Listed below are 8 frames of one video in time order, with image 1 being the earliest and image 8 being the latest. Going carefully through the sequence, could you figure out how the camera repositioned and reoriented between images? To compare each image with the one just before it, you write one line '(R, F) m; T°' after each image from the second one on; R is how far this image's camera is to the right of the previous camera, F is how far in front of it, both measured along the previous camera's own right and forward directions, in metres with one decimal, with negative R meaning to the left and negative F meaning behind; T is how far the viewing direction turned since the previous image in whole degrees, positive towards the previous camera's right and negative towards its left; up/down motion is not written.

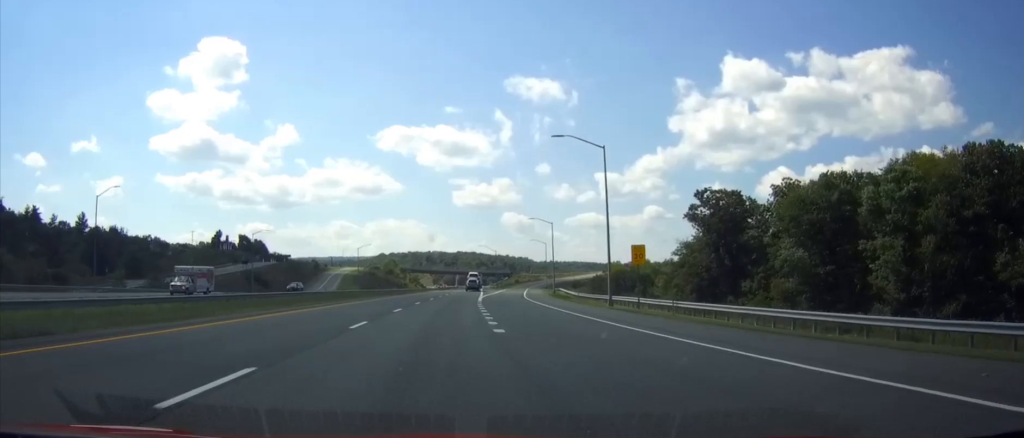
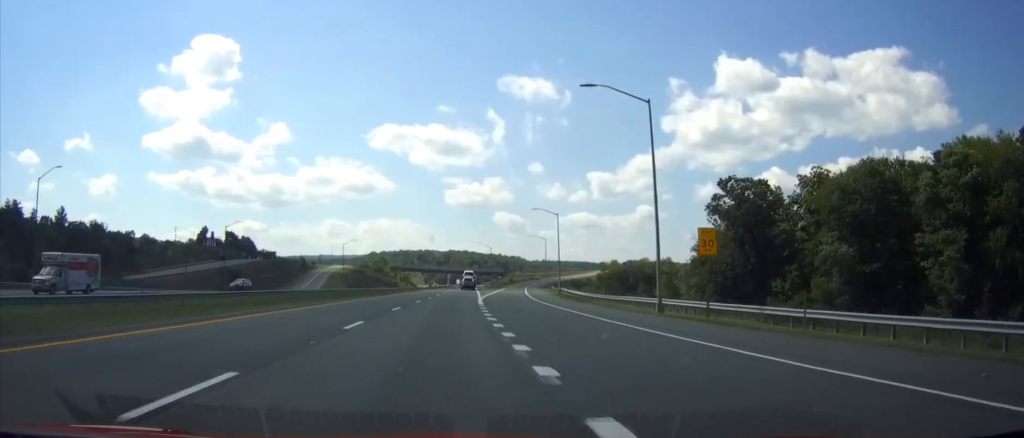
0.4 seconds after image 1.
(0.0, +13.0) m; +1°
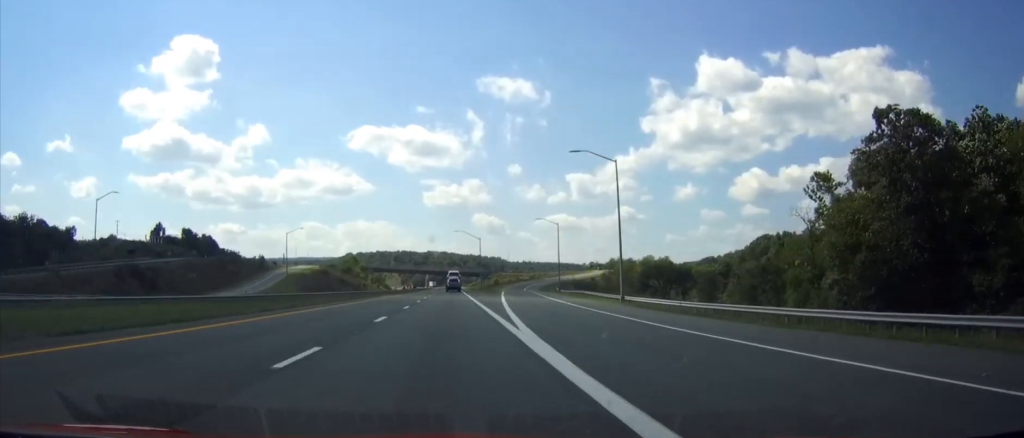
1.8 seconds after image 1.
(+0.9, +44.7) m; +2°
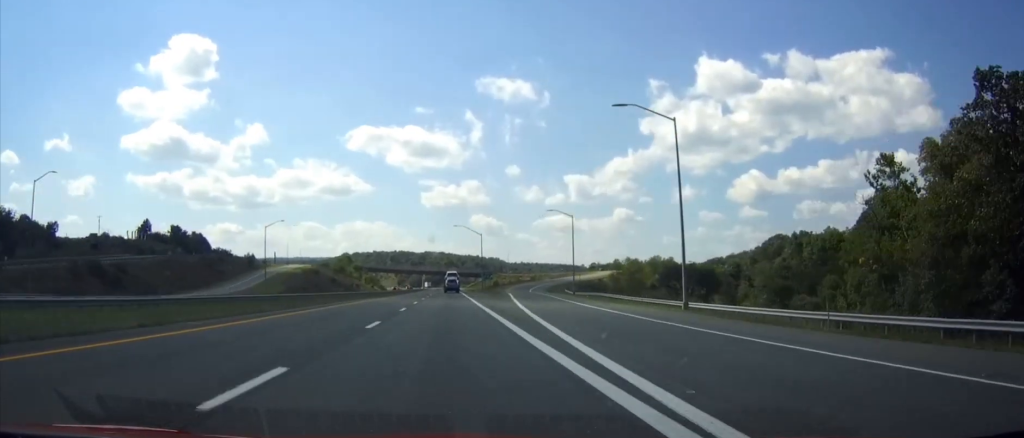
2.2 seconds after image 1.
(+0.1, +15.3) m; 0°
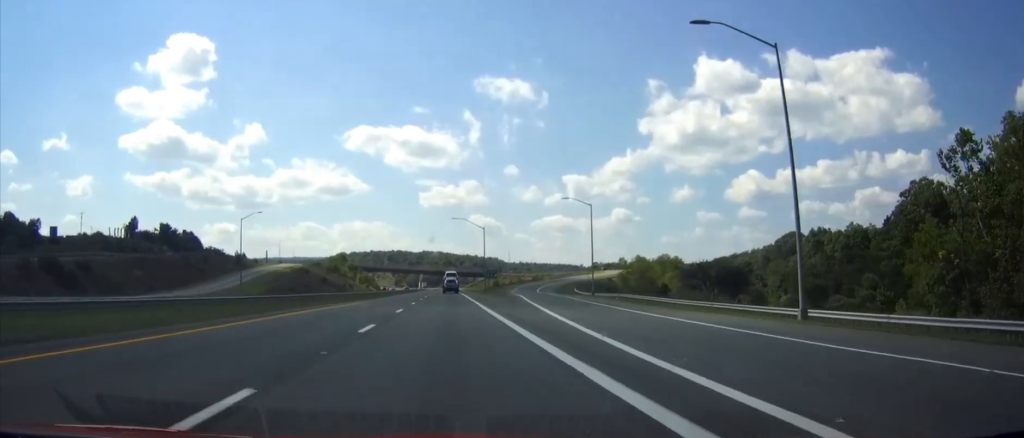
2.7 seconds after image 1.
(0.0, +14.2) m; 0°
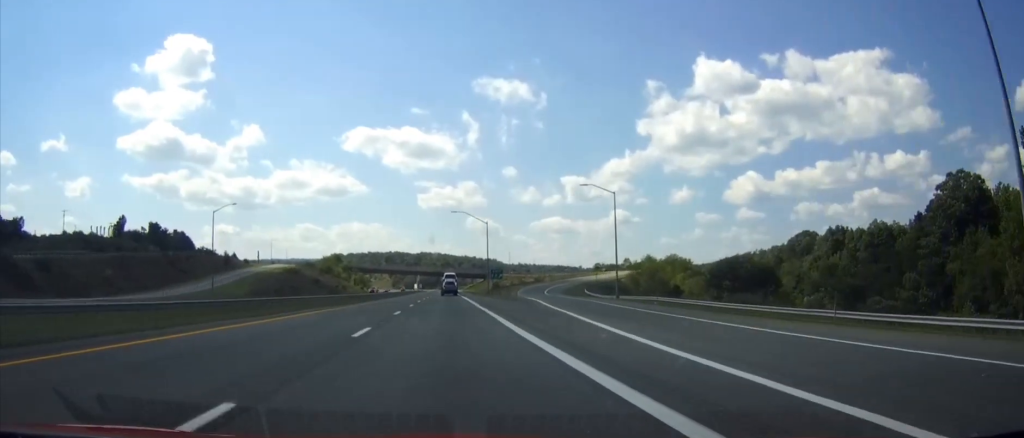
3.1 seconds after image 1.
(0.0, +13.2) m; 0°
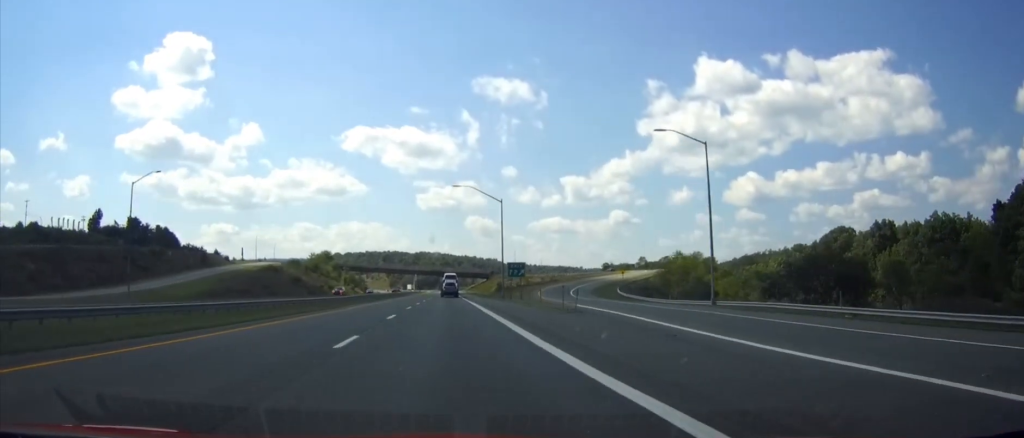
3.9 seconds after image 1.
(+0.1, +27.4) m; 0°
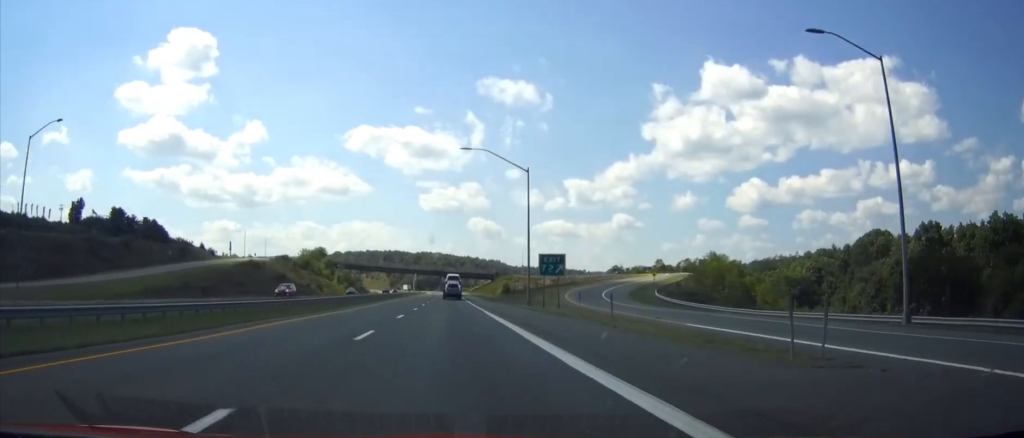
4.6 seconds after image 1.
(0.0, +22.0) m; 0°
